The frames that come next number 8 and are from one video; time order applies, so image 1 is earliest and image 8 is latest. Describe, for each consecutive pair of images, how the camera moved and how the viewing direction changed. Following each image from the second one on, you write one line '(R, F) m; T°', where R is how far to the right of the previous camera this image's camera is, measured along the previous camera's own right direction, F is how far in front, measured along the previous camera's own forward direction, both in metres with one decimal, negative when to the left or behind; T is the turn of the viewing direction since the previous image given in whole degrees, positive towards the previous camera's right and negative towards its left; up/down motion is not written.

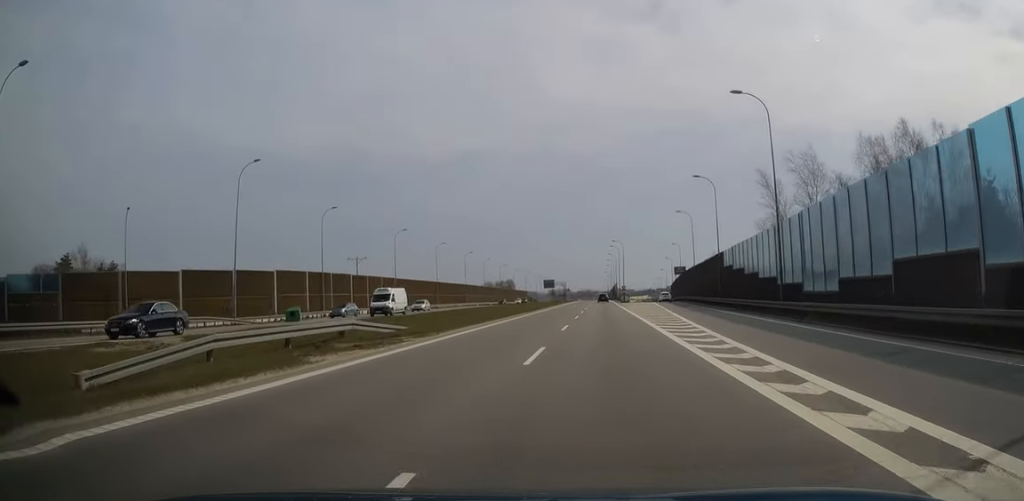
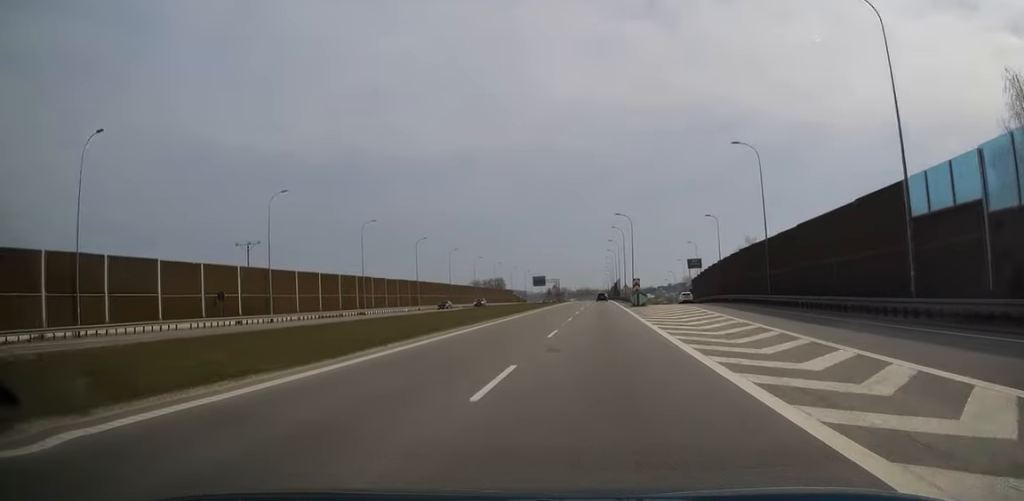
(0.0, +40.4) m; 0°
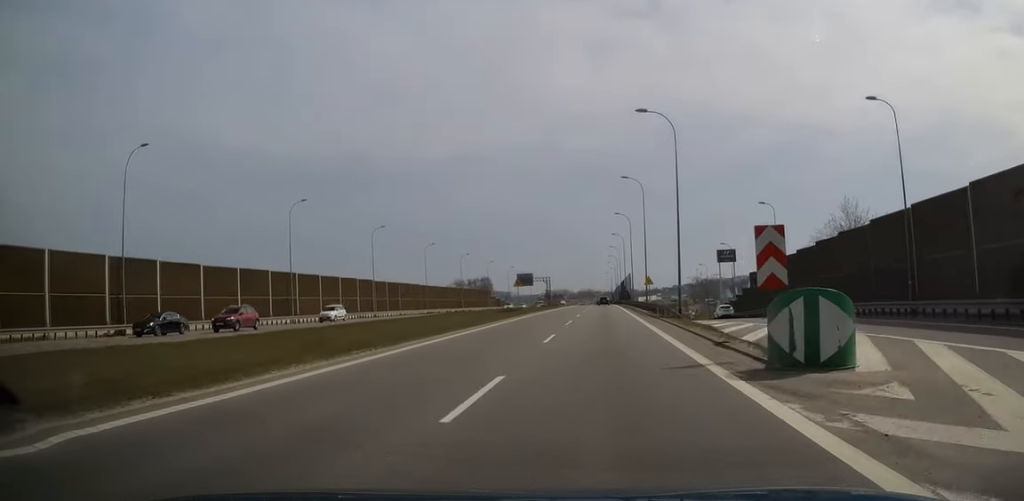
(-0.1, +49.5) m; 0°
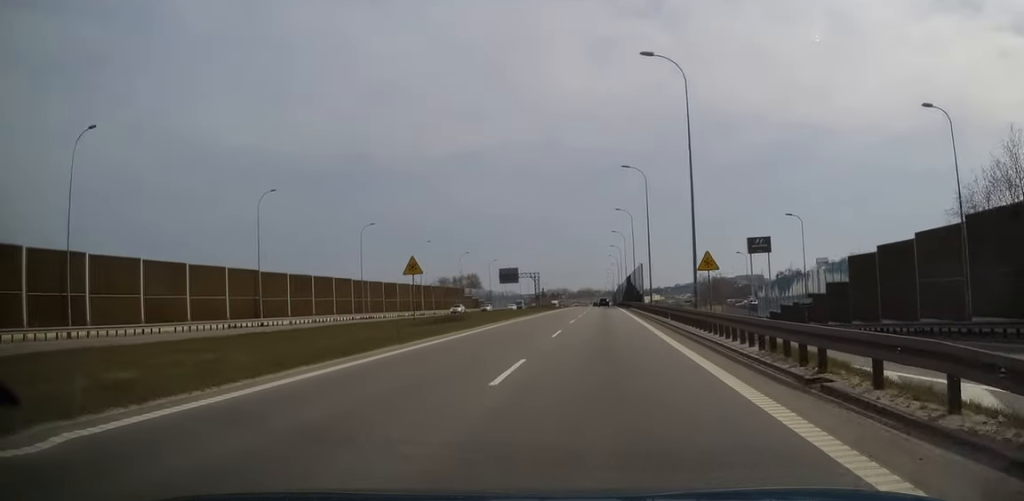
(0.0, +32.8) m; 0°
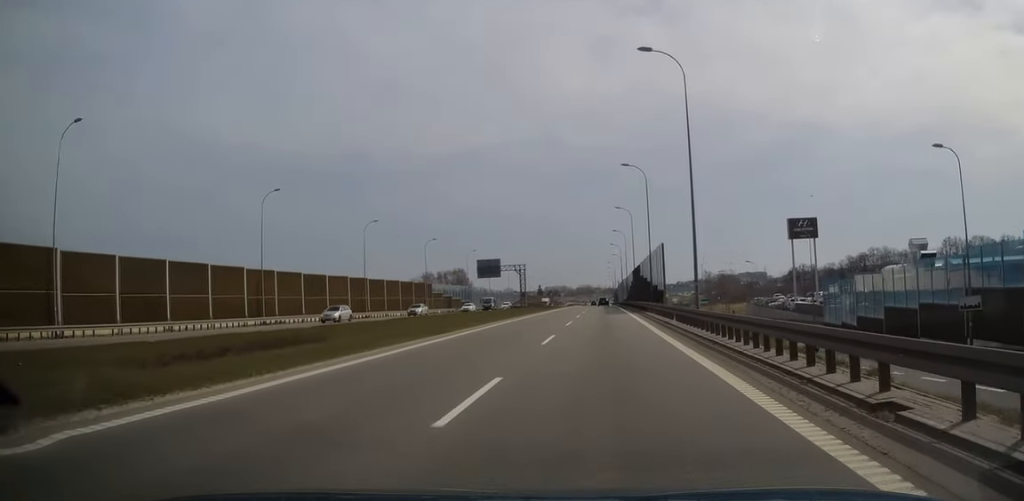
(0.0, +27.3) m; 0°
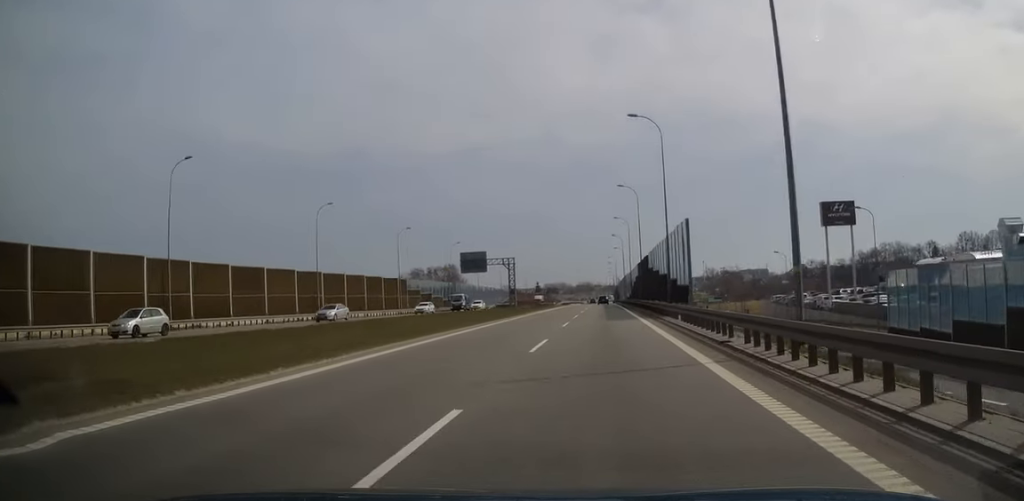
(0.0, +15.1) m; 0°
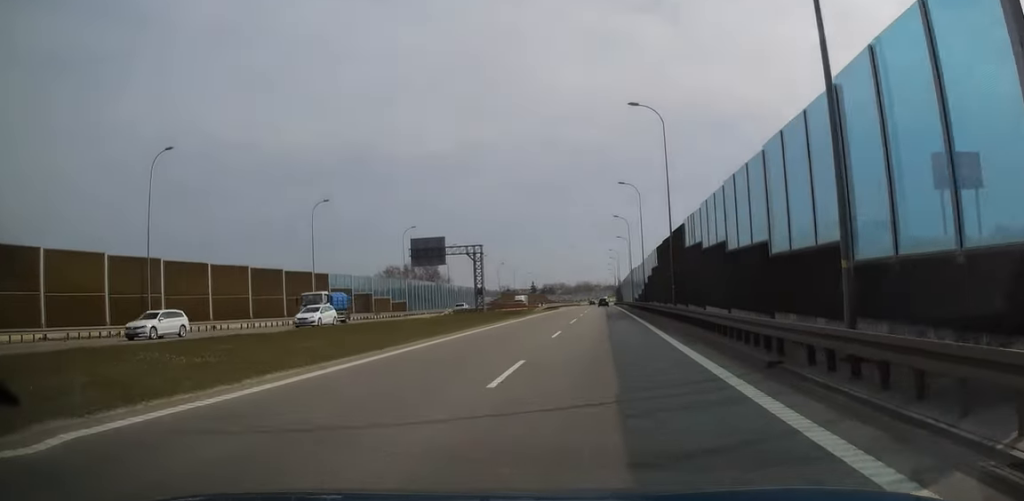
(0.0, +29.8) m; 0°
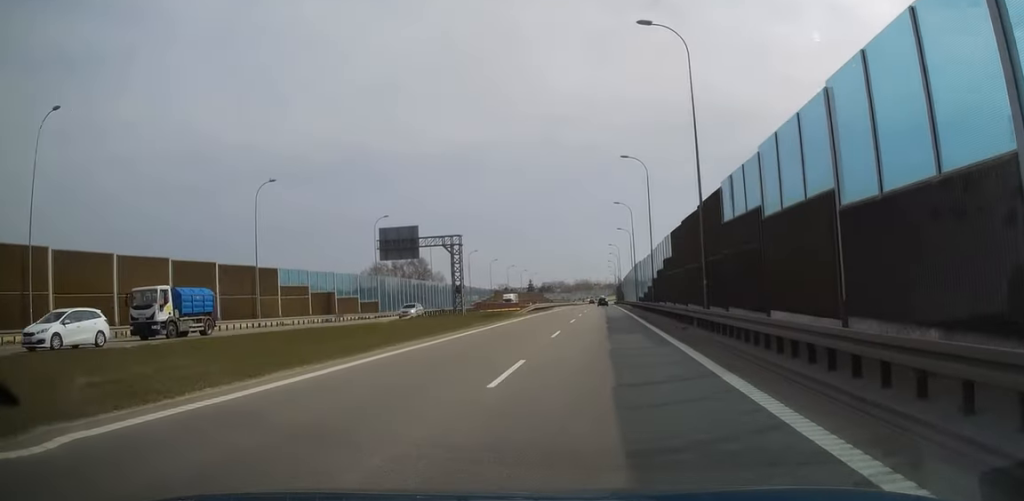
(0.0, +12.0) m; 0°
